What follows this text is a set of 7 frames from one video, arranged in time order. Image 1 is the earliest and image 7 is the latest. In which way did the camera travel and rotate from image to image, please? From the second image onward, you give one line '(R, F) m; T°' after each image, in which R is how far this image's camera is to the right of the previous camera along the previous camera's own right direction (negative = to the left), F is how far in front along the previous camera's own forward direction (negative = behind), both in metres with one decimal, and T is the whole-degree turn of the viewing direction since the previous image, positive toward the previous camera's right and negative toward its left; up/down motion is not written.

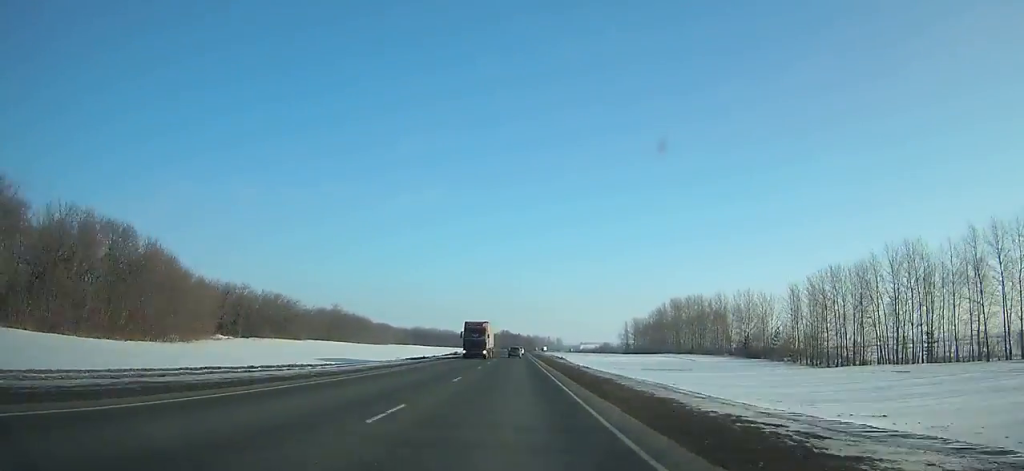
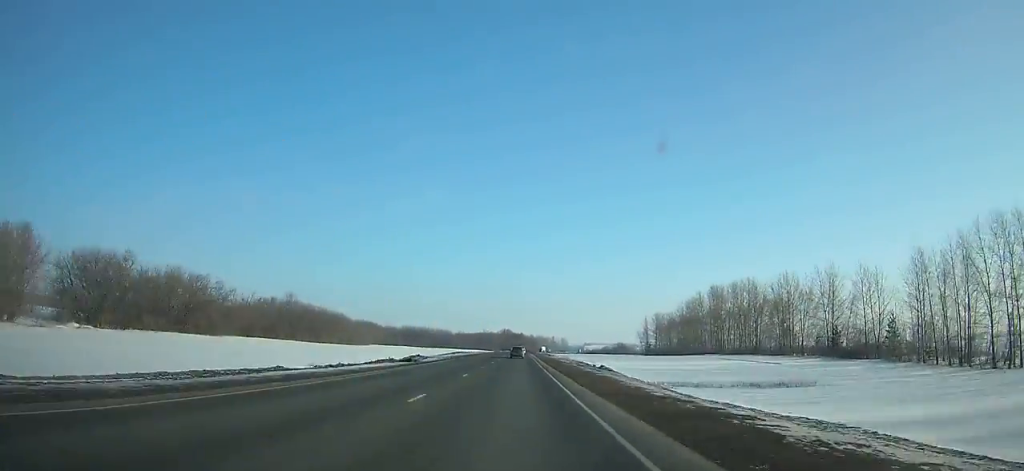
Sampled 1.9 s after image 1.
(0.0, +44.5) m; 0°
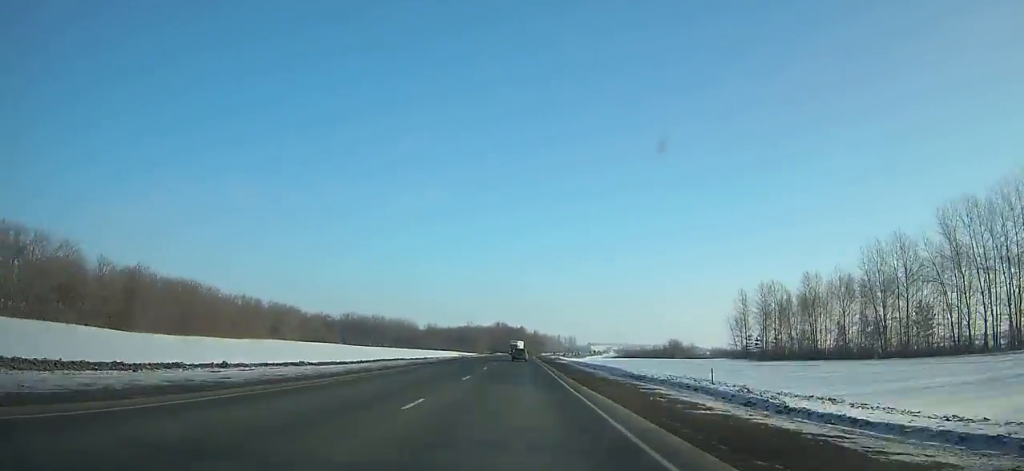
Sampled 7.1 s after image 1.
(-0.3, +121.6) m; 0°
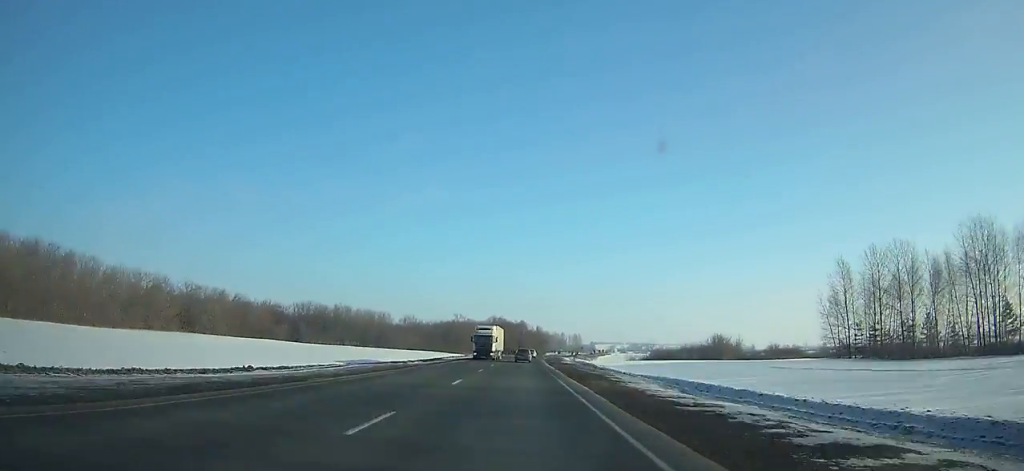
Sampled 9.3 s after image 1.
(+0.1, +51.1) m; +1°
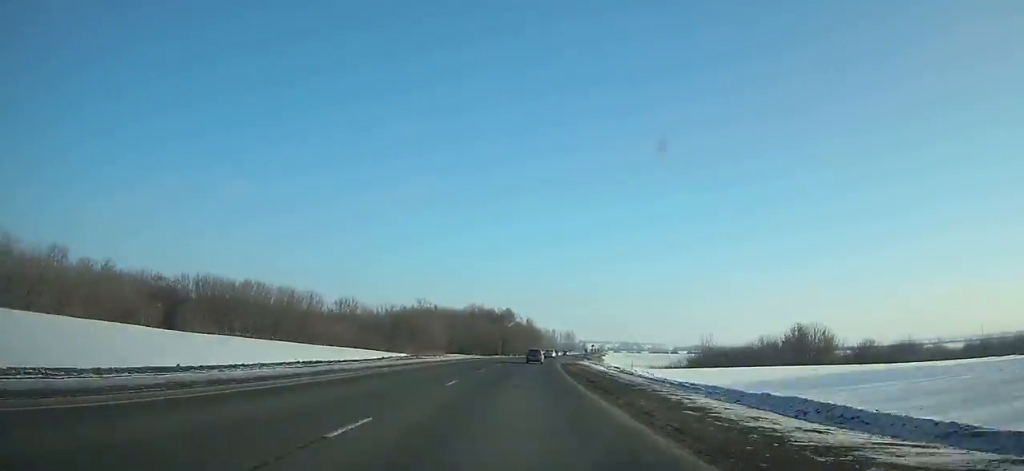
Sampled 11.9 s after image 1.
(+0.6, +60.2) m; +2°
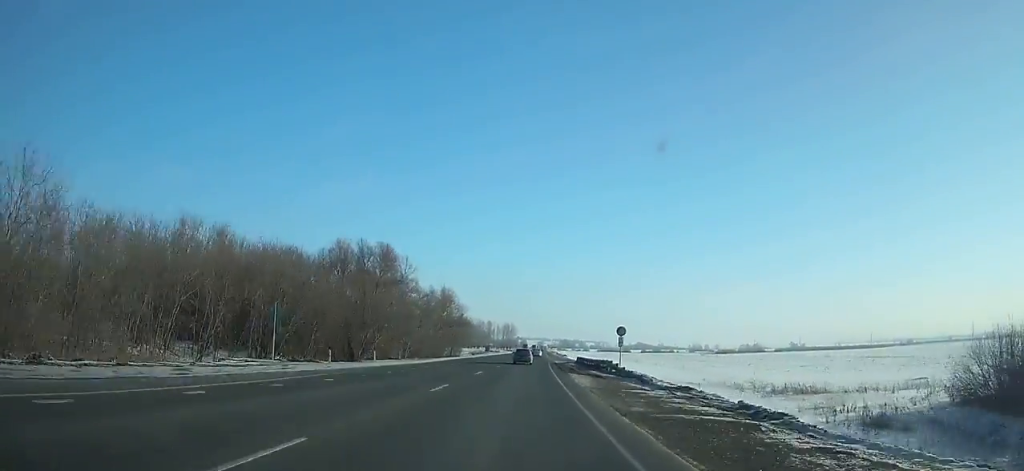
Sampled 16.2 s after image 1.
(+3.9, +99.0) m; +4°
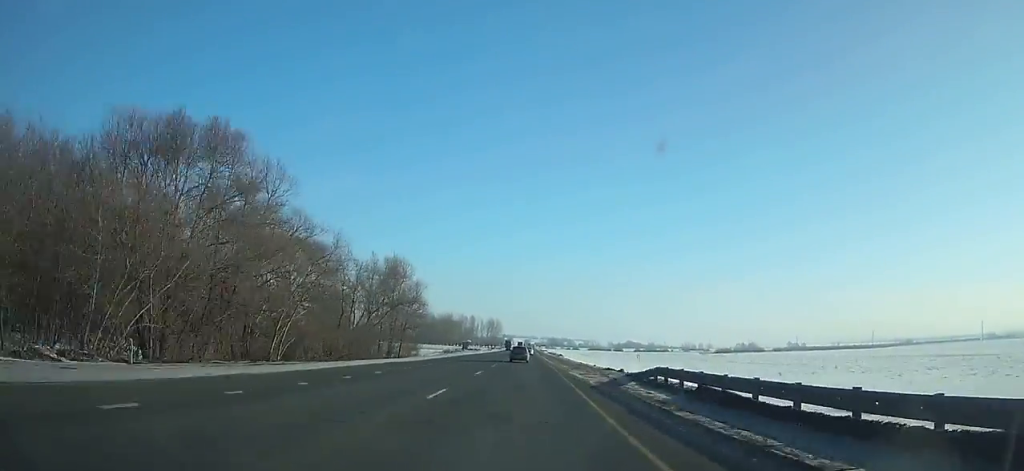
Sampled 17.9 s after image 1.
(+0.4, +39.1) m; +1°
